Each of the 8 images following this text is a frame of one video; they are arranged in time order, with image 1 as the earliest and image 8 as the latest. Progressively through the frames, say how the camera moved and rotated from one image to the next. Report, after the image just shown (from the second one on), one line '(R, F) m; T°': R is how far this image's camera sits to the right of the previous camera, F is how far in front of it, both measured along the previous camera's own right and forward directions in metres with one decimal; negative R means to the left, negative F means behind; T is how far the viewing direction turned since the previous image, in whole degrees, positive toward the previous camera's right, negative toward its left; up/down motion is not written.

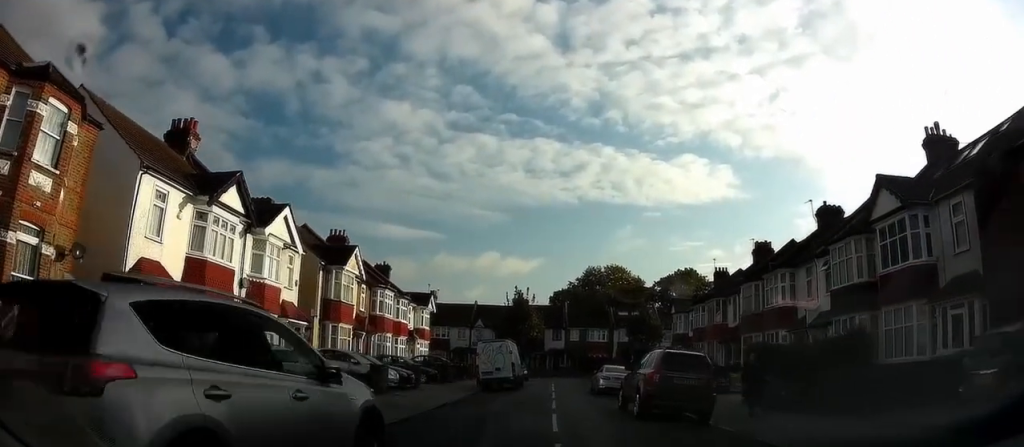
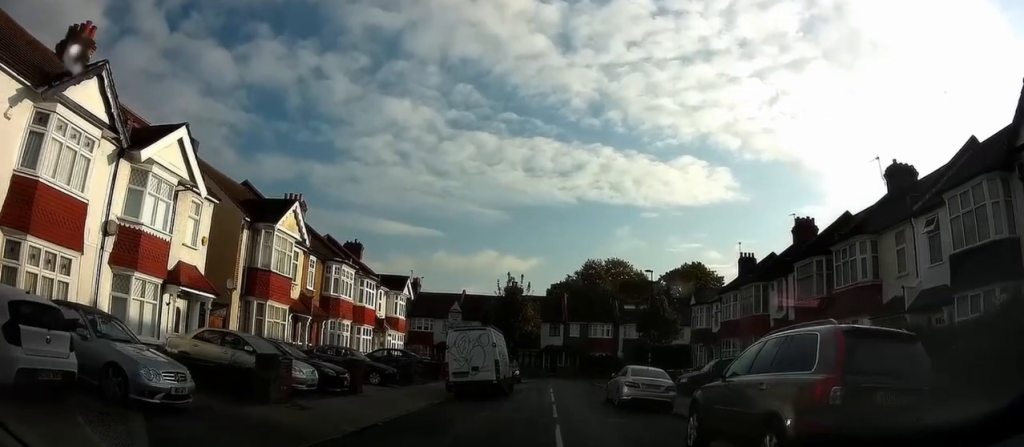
(+0.1, +8.3) m; +1°
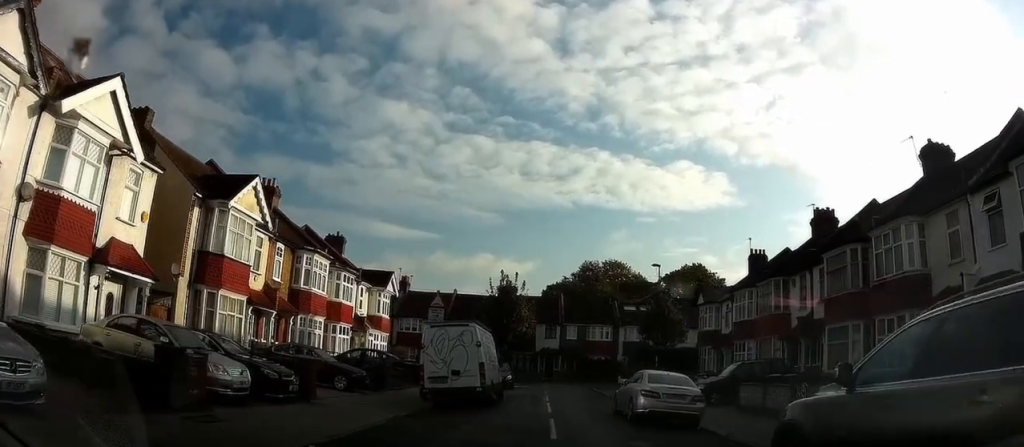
(0.0, +3.6) m; 0°
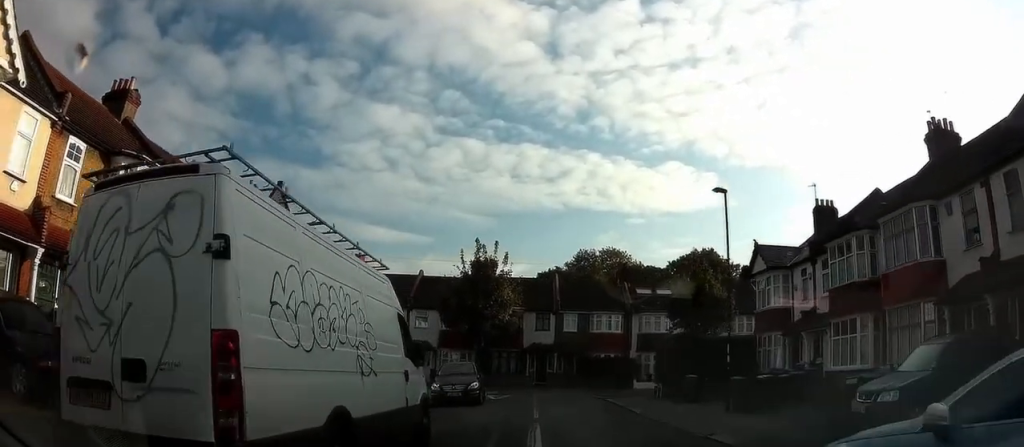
(+0.4, +13.5) m; +1°
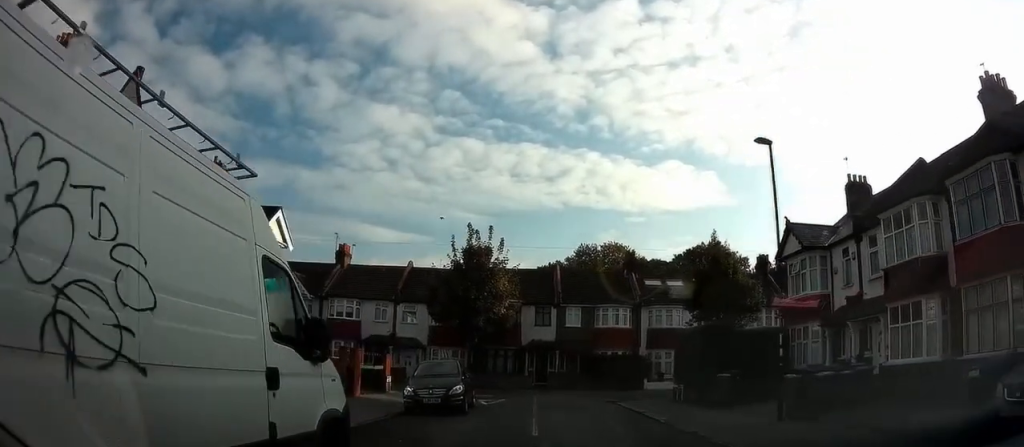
(-0.3, +4.2) m; -2°
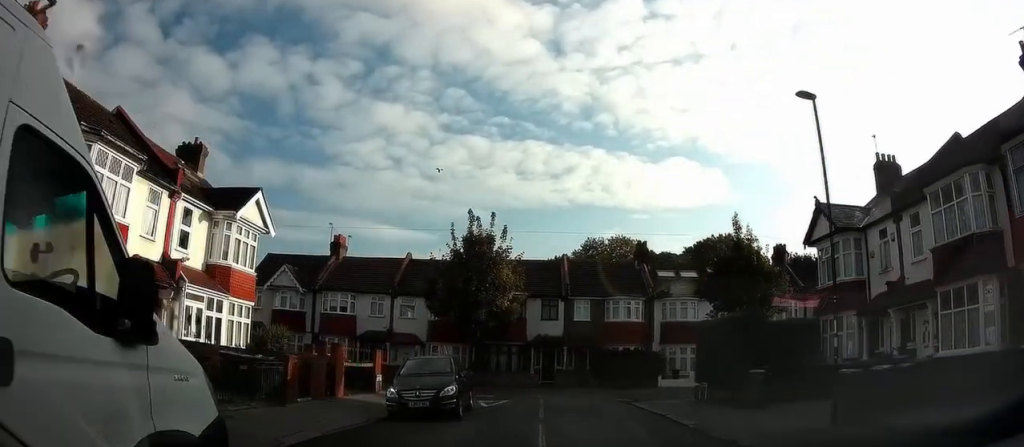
(0.0, +2.5) m; 0°
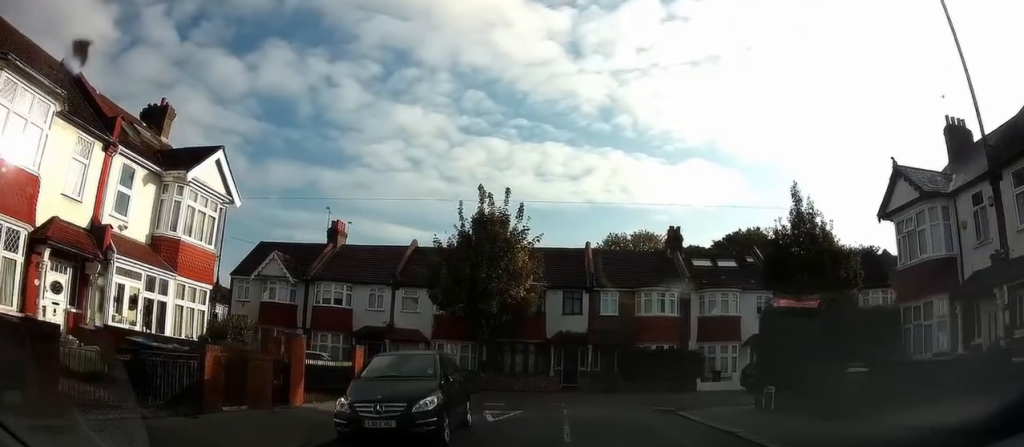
(0.0, +4.7) m; -1°
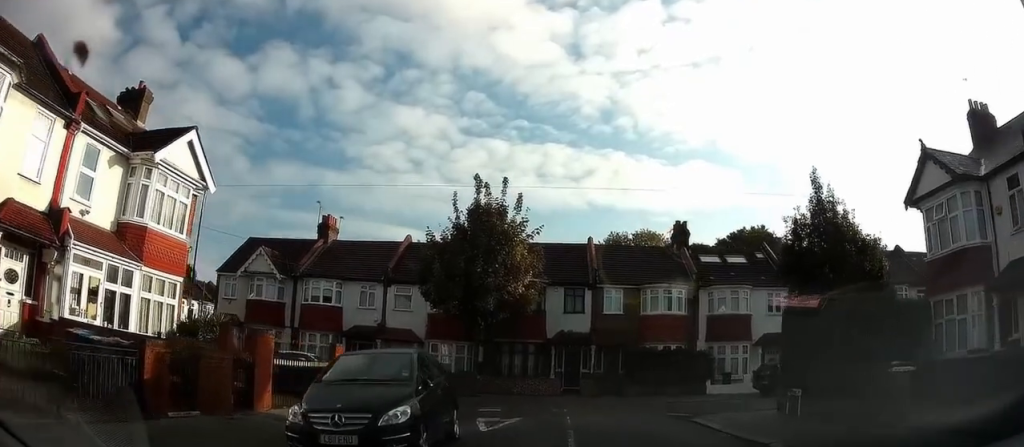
(0.0, +1.9) m; -1°
